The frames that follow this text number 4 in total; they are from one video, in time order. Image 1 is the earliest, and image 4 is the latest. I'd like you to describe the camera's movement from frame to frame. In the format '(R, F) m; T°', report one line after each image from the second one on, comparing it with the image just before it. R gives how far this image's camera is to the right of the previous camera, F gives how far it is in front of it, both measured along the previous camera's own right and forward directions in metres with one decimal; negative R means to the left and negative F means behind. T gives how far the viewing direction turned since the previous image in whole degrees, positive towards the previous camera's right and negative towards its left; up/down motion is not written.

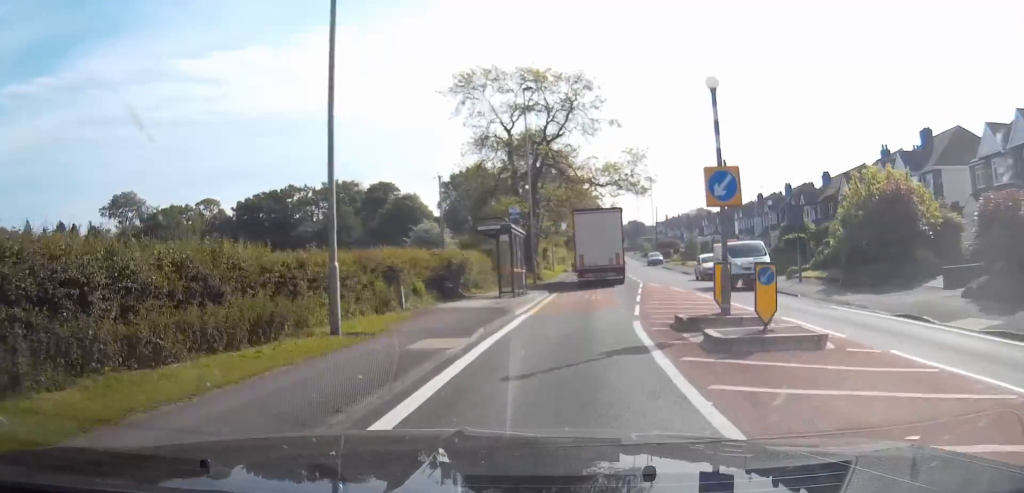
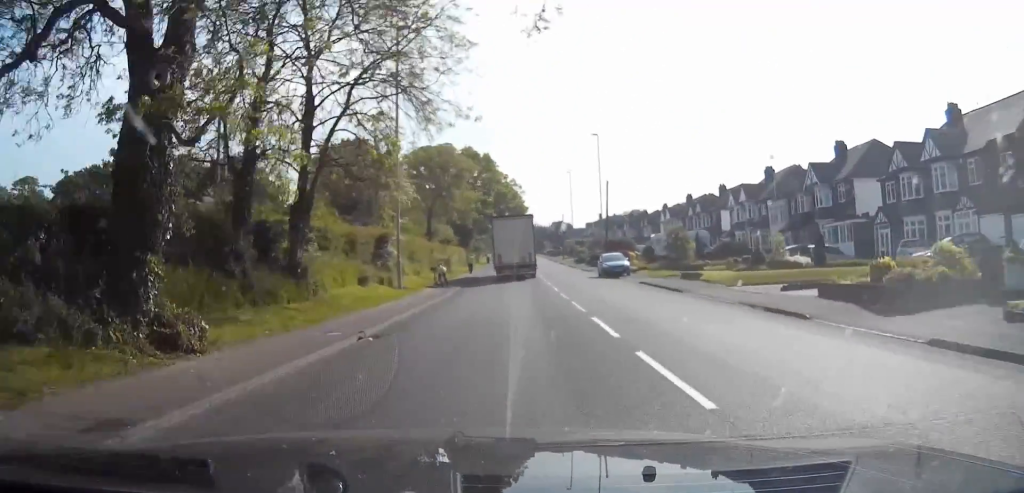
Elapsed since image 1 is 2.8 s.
(+4.5, +41.5) m; +8°
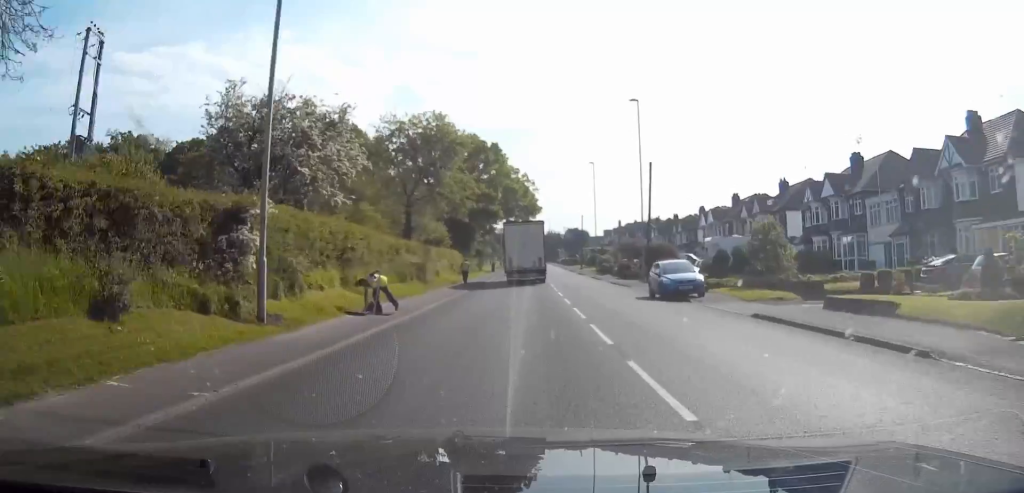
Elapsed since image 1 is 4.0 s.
(-0.1, +18.6) m; -1°
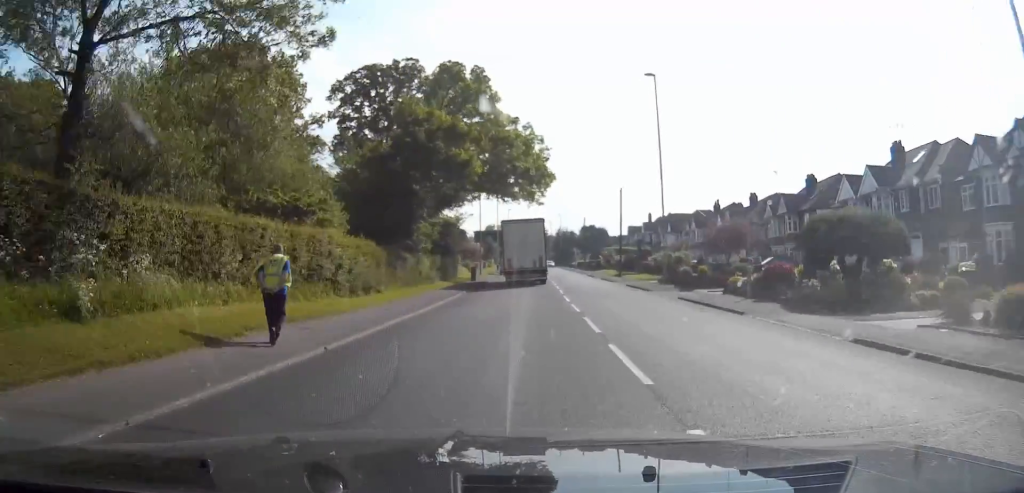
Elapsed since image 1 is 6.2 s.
(-0.3, +39.9) m; -1°
